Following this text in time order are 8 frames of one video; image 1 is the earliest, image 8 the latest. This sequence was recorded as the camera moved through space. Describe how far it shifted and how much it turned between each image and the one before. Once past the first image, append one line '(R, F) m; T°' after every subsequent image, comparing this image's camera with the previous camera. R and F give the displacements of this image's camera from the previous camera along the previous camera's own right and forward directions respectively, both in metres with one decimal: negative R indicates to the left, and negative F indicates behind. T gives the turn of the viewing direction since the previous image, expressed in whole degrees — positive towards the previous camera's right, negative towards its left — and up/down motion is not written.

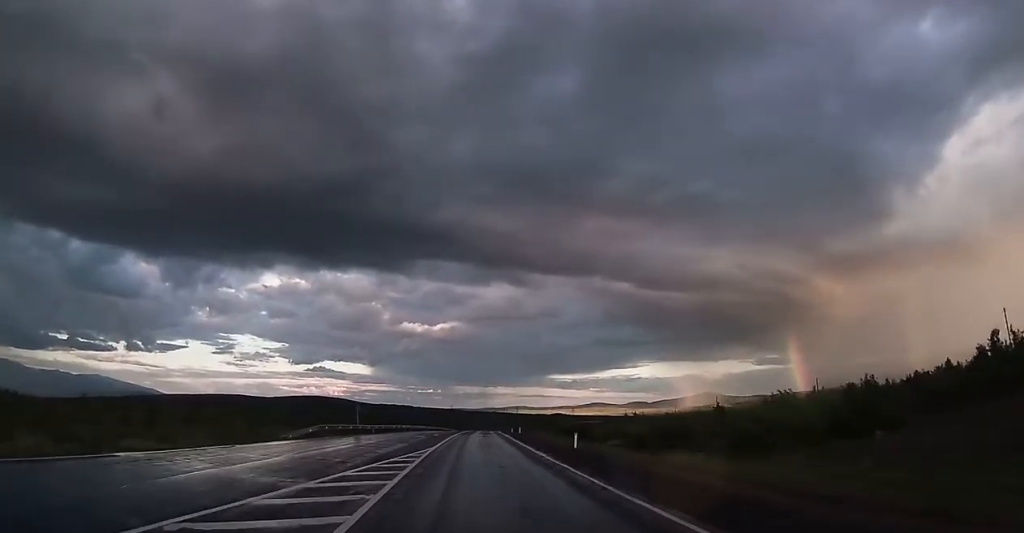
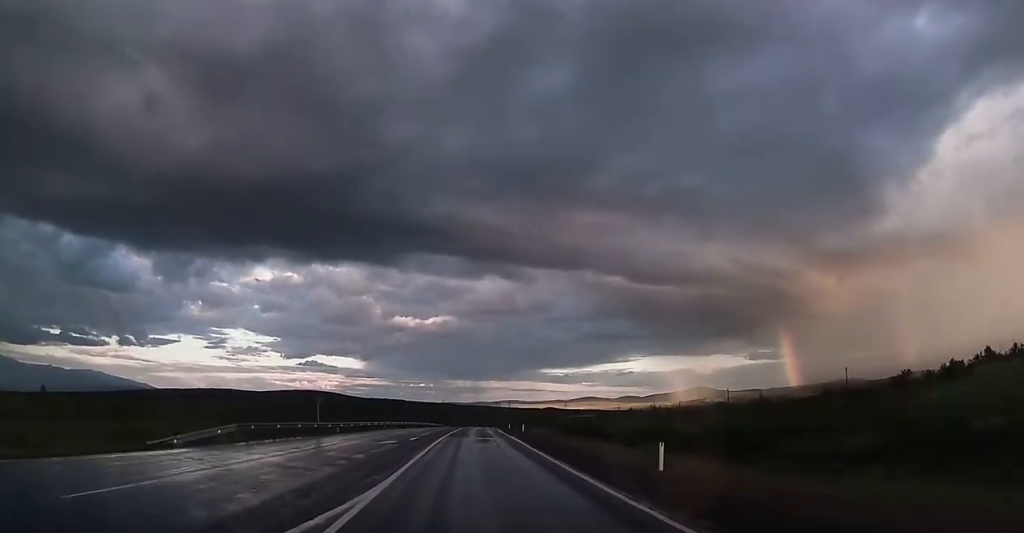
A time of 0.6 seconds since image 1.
(0.0, +14.6) m; 0°
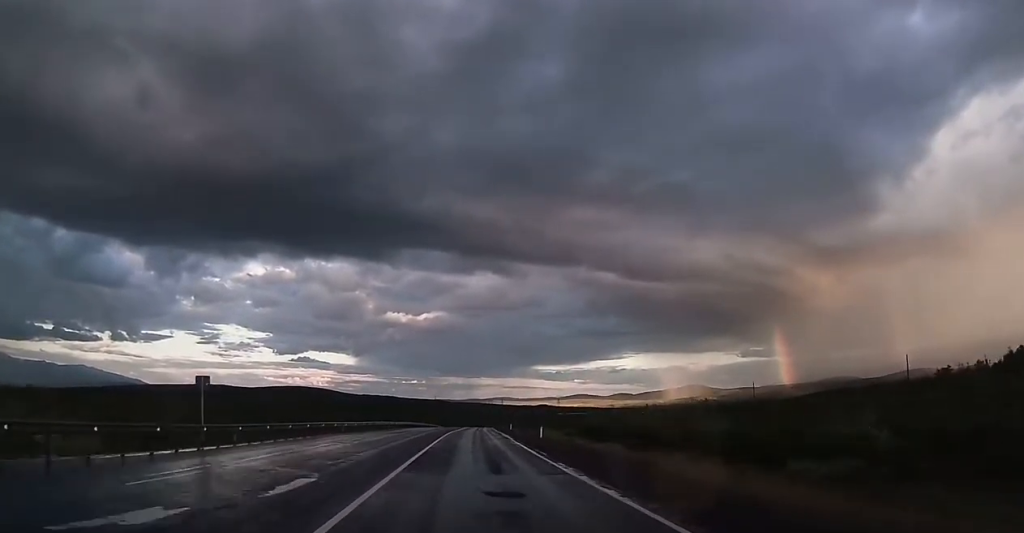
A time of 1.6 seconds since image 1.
(+0.1, +21.4) m; +1°
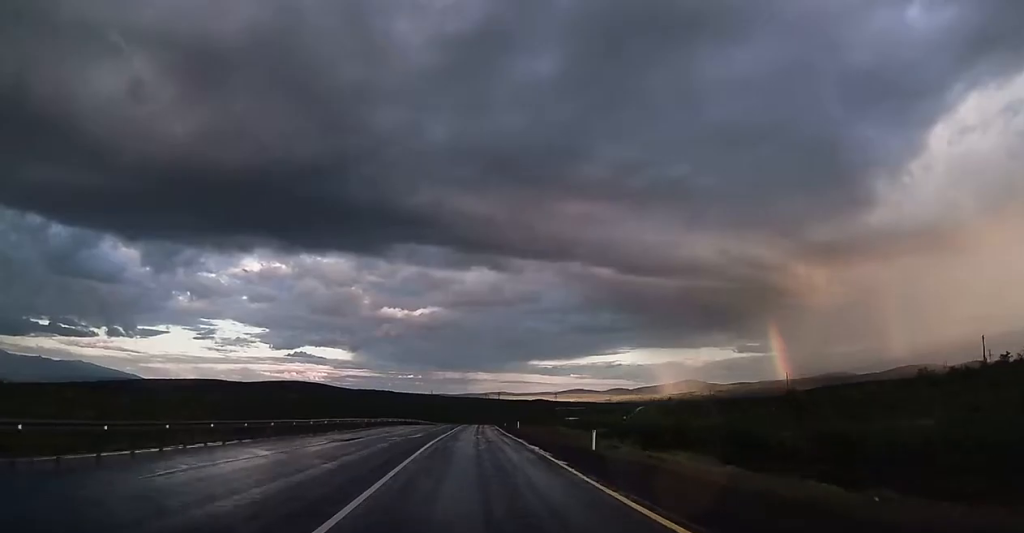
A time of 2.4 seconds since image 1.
(+0.2, +19.2) m; 0°
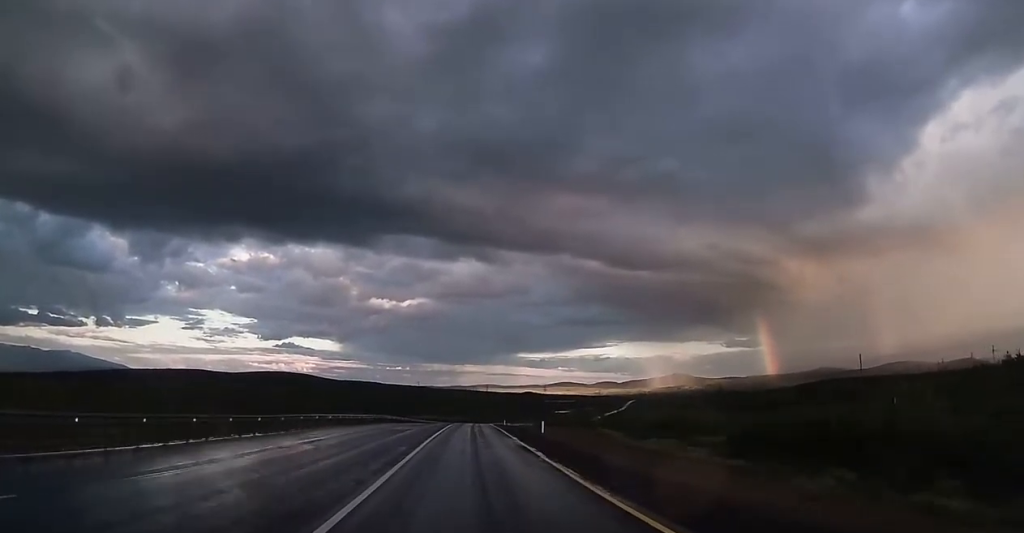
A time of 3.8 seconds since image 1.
(-0.1, +32.3) m; 0°
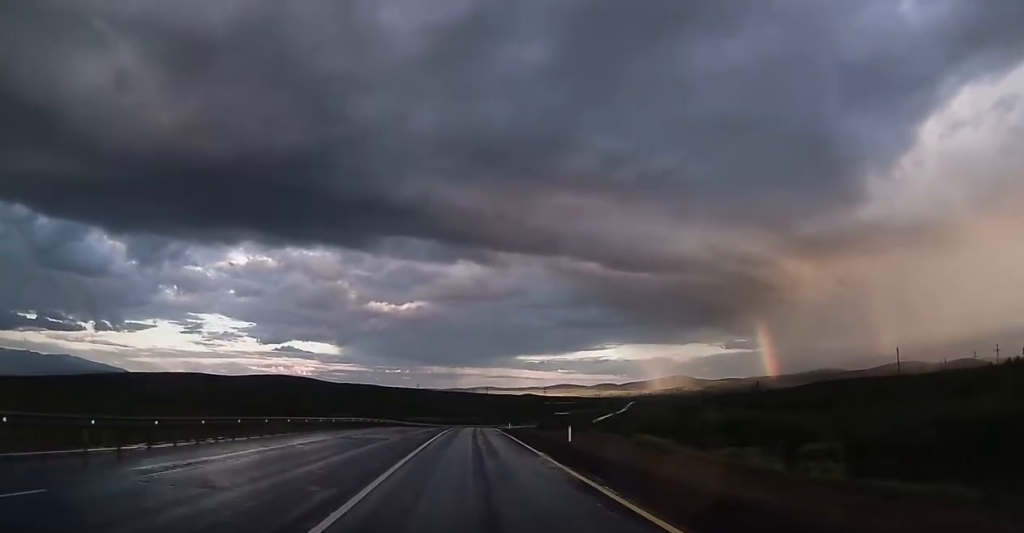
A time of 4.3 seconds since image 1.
(0.0, +10.9) m; +1°
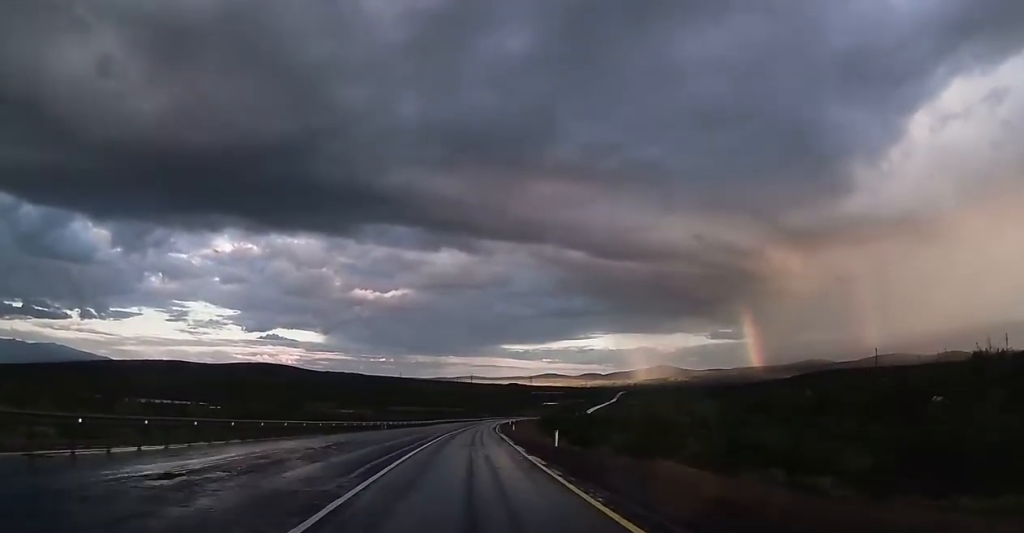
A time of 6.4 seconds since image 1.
(+0.9, +50.7) m; +2°
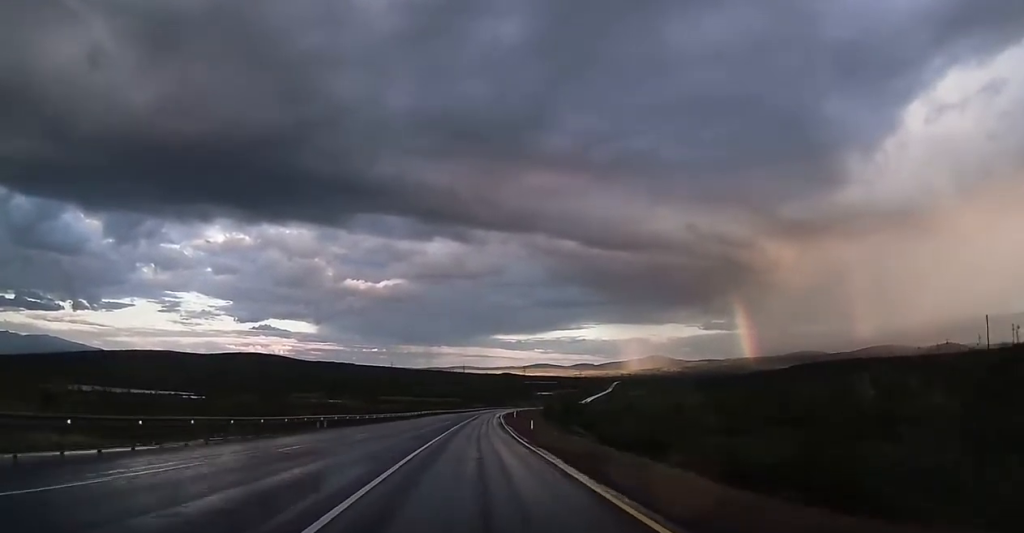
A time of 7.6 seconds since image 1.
(+0.3, +28.4) m; +1°
